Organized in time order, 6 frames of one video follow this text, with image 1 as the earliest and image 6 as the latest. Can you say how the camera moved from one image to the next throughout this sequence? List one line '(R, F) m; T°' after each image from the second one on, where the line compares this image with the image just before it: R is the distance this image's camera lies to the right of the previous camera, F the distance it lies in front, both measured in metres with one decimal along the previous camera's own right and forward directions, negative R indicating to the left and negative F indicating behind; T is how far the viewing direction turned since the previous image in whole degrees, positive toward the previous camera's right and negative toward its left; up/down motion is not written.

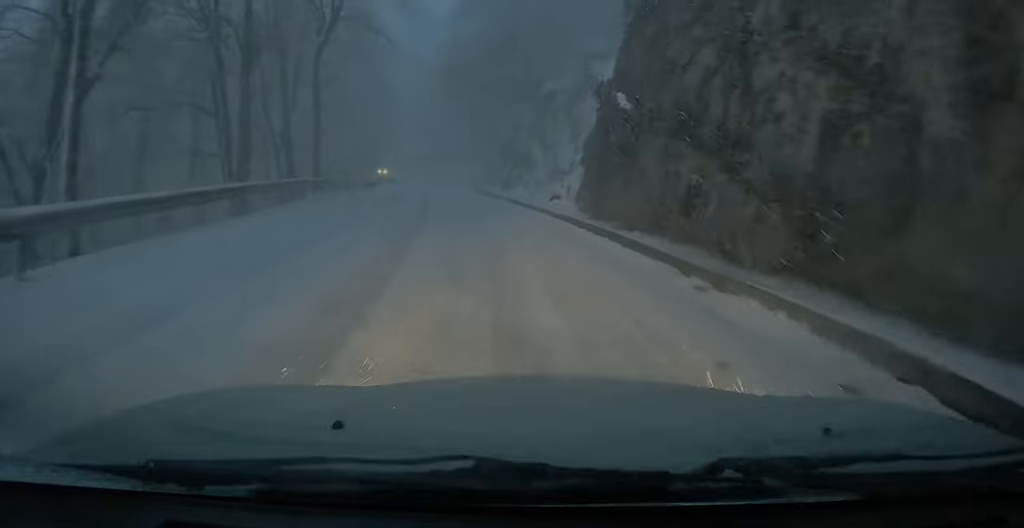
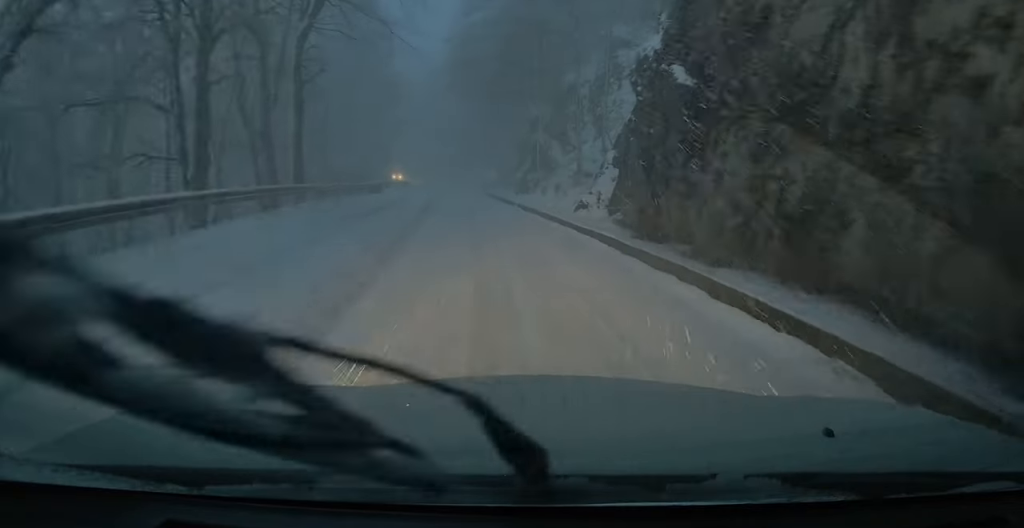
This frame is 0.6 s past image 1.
(+0.1, +4.3) m; -1°
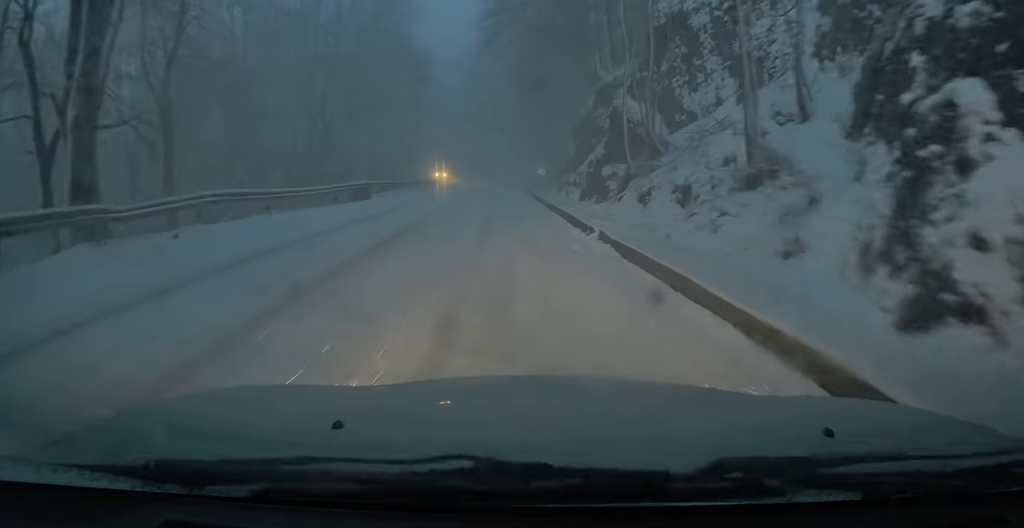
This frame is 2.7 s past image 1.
(-1.2, +14.0) m; -11°
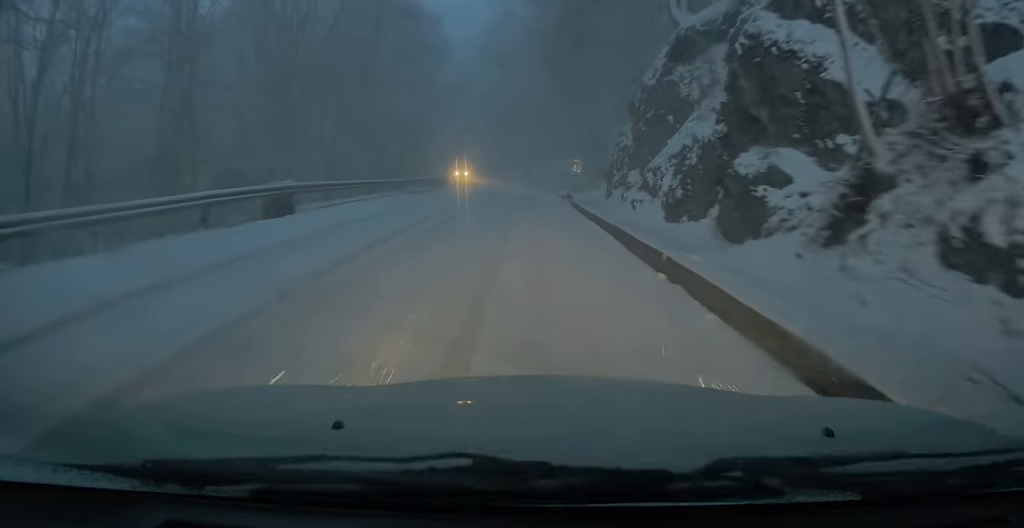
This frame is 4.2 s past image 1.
(-0.7, +9.6) m; -4°
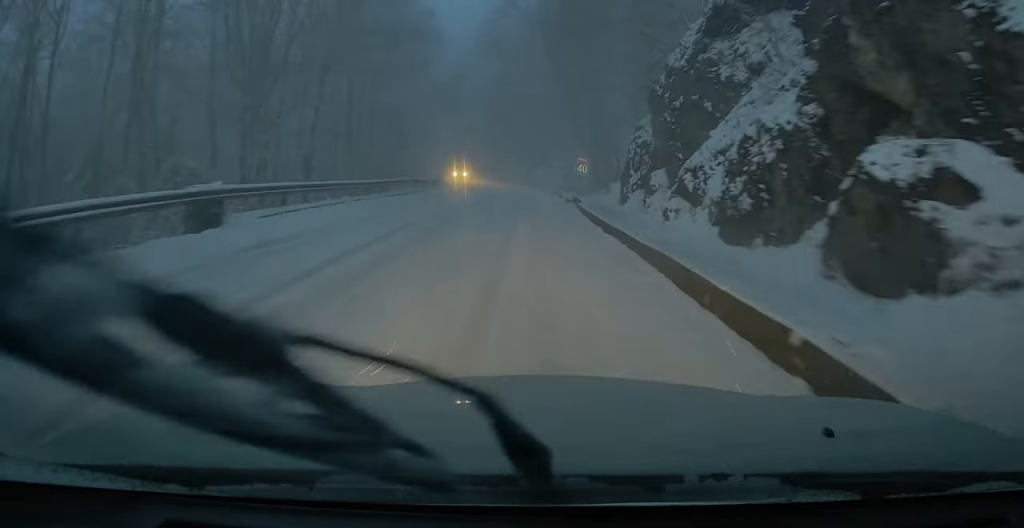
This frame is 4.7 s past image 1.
(-0.2, +3.4) m; +2°
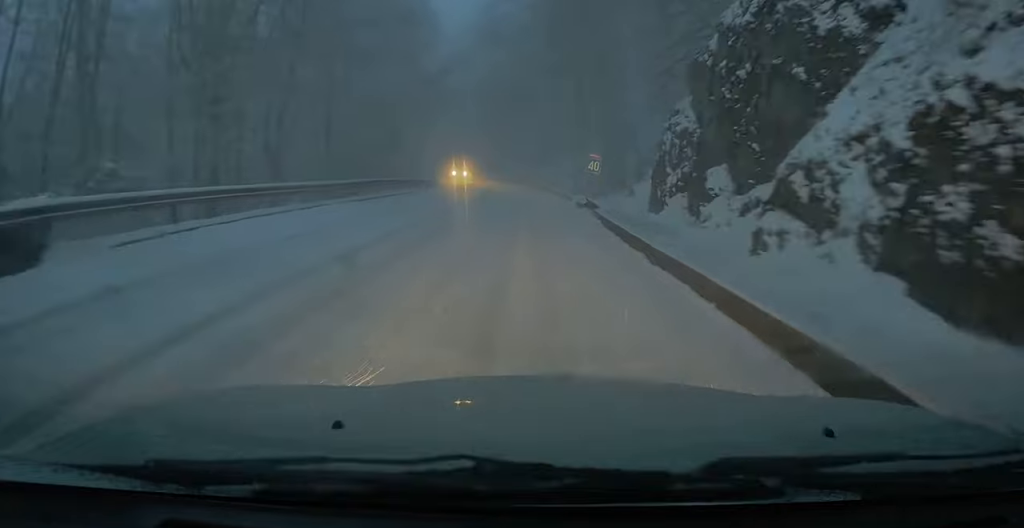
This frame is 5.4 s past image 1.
(+0.3, +4.7) m; +4°
